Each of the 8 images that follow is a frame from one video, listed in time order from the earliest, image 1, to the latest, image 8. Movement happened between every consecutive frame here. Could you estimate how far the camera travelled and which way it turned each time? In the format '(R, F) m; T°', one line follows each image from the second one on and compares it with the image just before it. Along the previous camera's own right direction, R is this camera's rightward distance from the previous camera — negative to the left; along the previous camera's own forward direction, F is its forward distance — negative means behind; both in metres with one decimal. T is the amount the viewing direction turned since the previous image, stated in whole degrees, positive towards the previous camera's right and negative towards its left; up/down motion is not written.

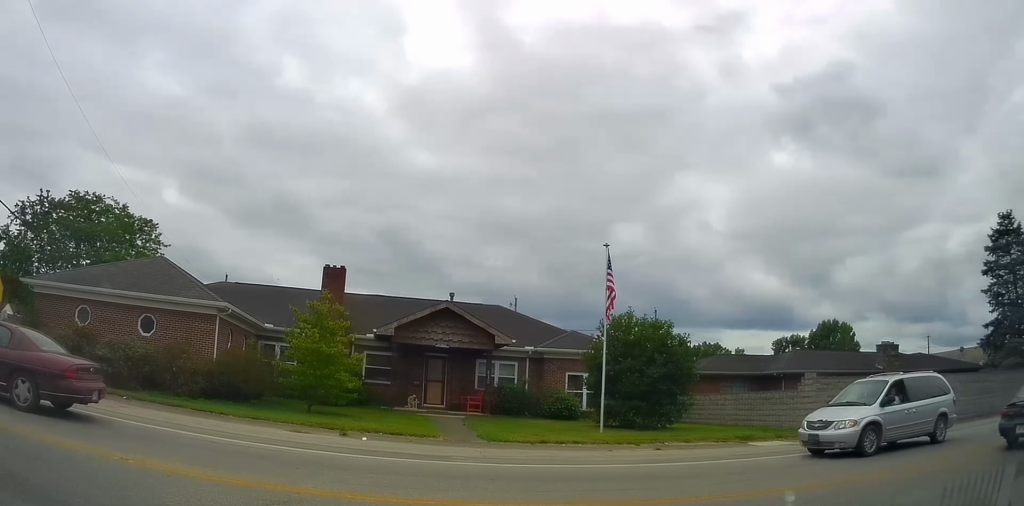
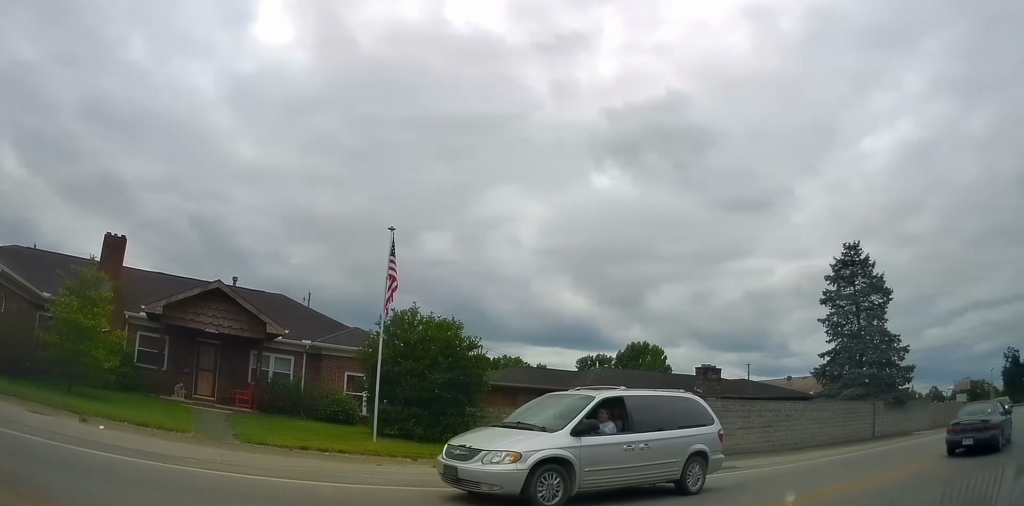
(+0.2, +1.6) m; +15°
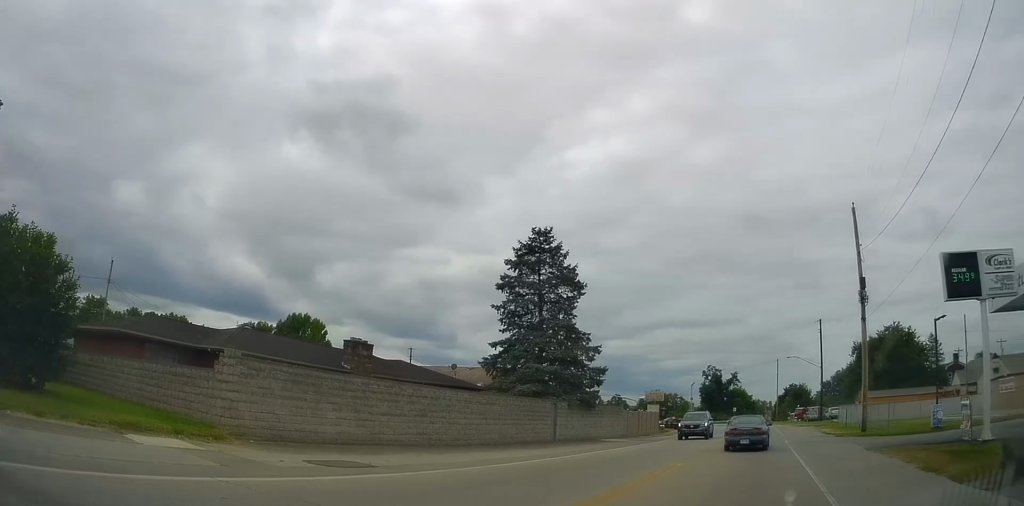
(+0.6, +3.5) m; +16°
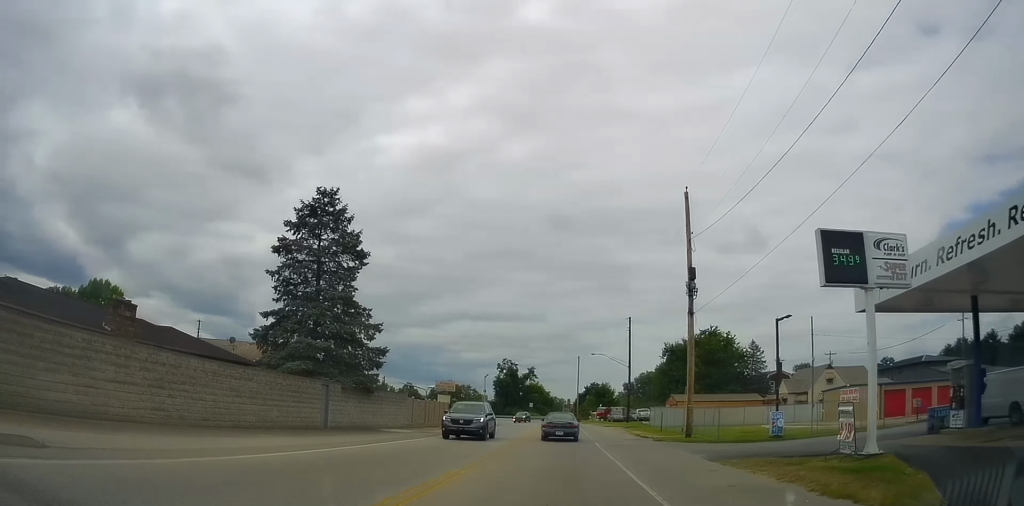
(+0.3, +3.9) m; +3°
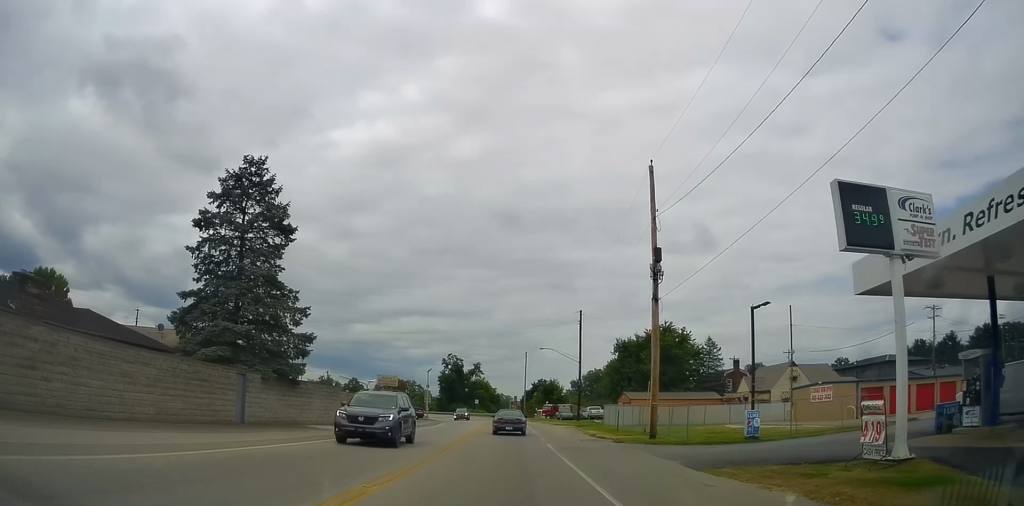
(+0.1, +3.4) m; +2°
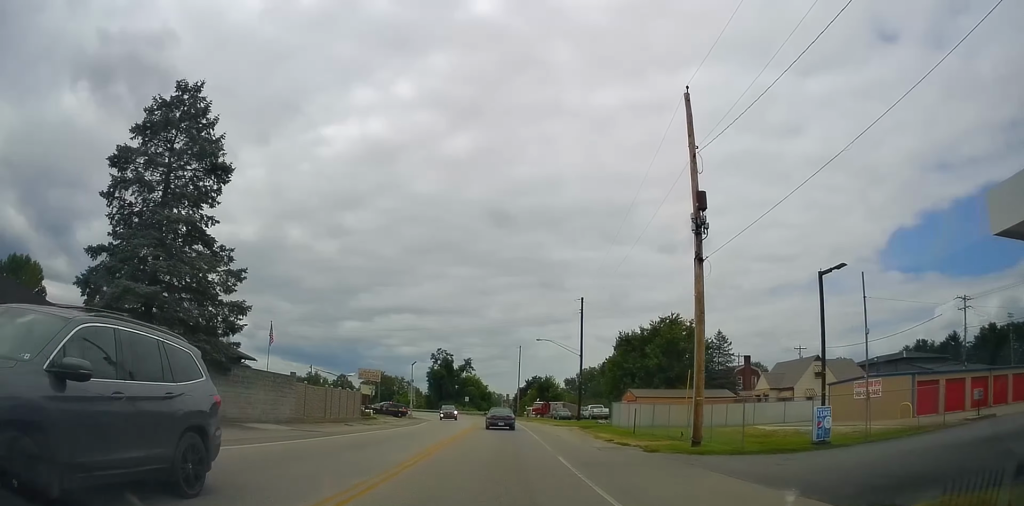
(+0.1, +6.7) m; +6°
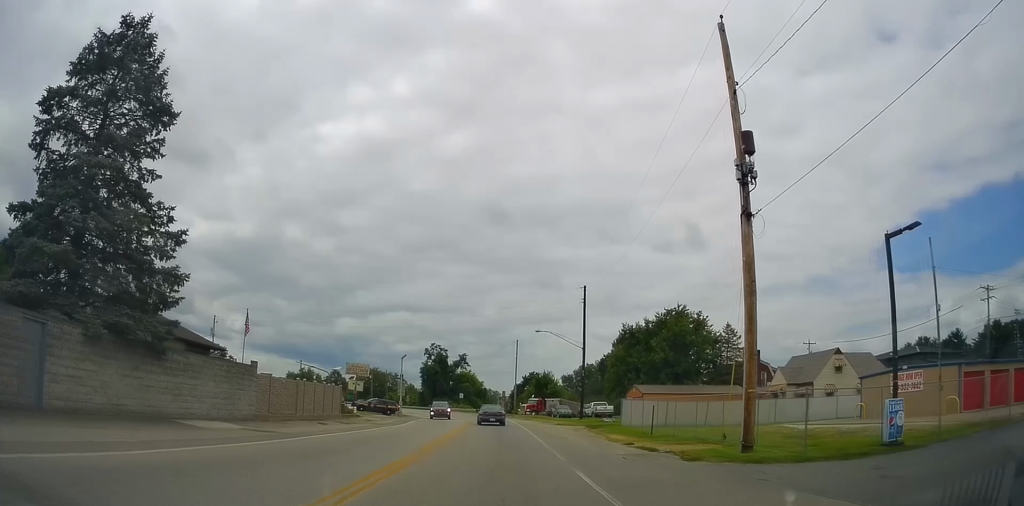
(+0.5, +4.1) m; +2°
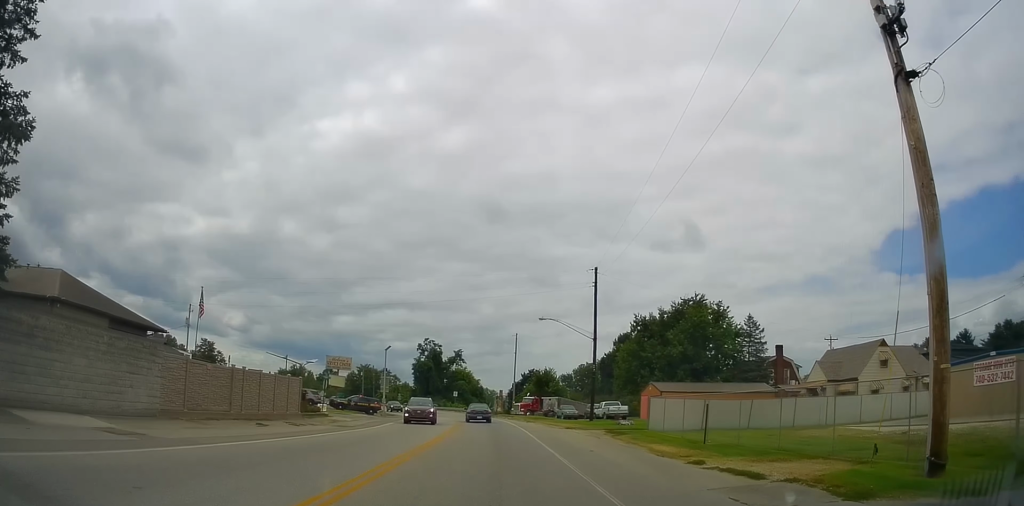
(-0.1, +7.5) m; +1°
